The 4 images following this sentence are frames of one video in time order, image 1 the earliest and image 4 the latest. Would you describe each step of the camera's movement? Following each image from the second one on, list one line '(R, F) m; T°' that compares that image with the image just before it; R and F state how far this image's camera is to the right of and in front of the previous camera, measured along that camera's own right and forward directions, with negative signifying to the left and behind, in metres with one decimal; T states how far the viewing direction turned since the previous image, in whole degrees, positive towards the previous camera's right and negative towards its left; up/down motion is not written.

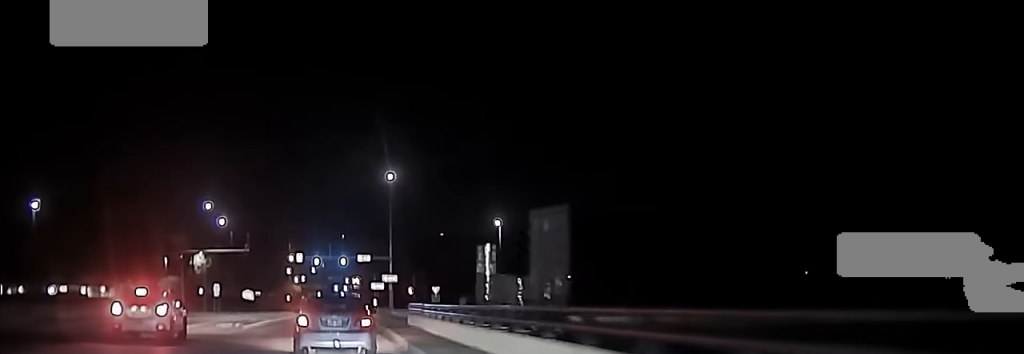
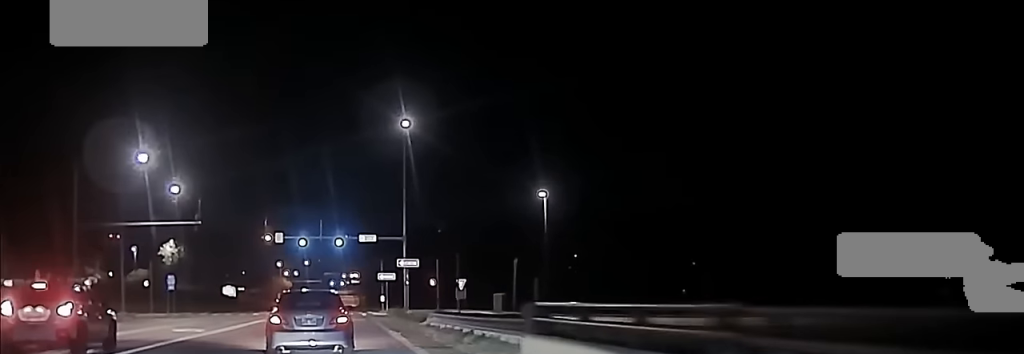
(-0.7, +31.1) m; 0°
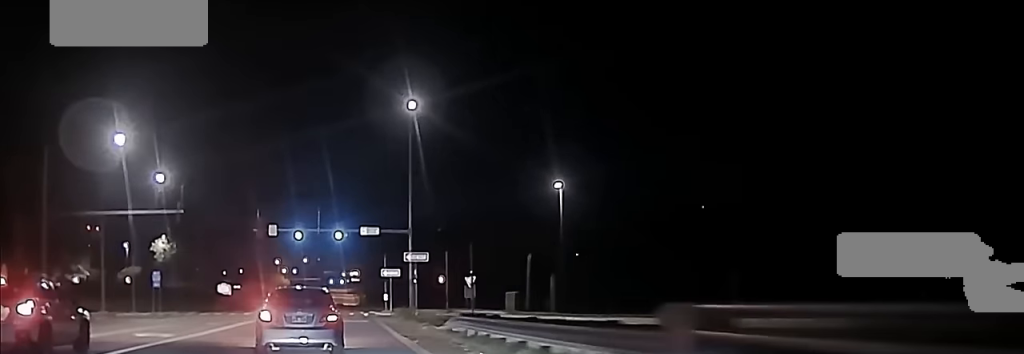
(+0.1, +8.0) m; 0°
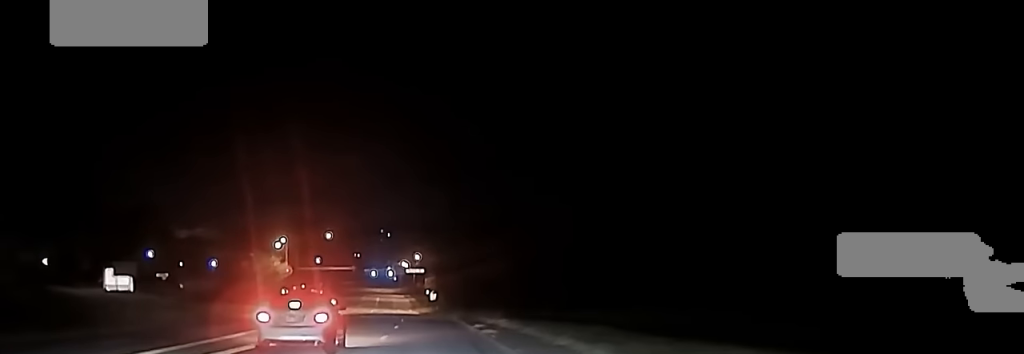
(-1.1, +103.8) m; -1°
